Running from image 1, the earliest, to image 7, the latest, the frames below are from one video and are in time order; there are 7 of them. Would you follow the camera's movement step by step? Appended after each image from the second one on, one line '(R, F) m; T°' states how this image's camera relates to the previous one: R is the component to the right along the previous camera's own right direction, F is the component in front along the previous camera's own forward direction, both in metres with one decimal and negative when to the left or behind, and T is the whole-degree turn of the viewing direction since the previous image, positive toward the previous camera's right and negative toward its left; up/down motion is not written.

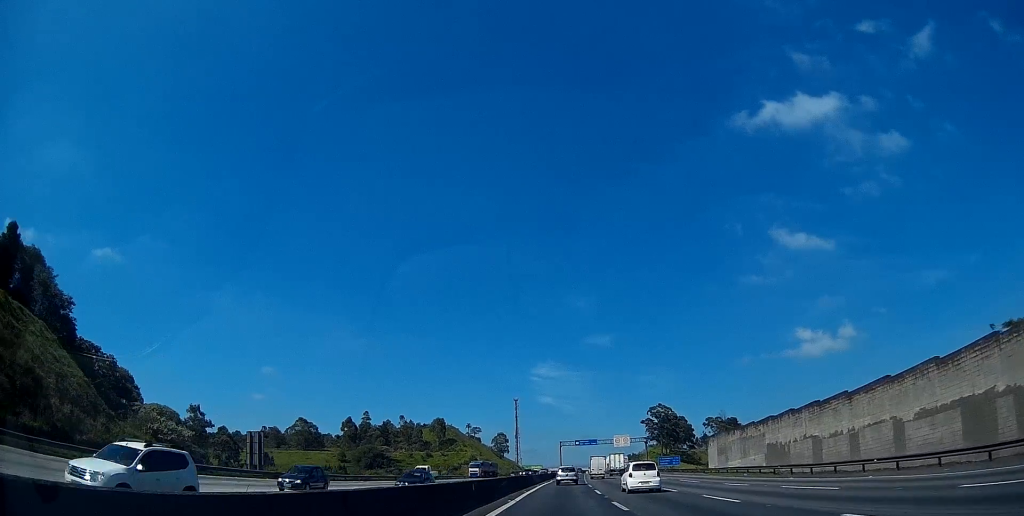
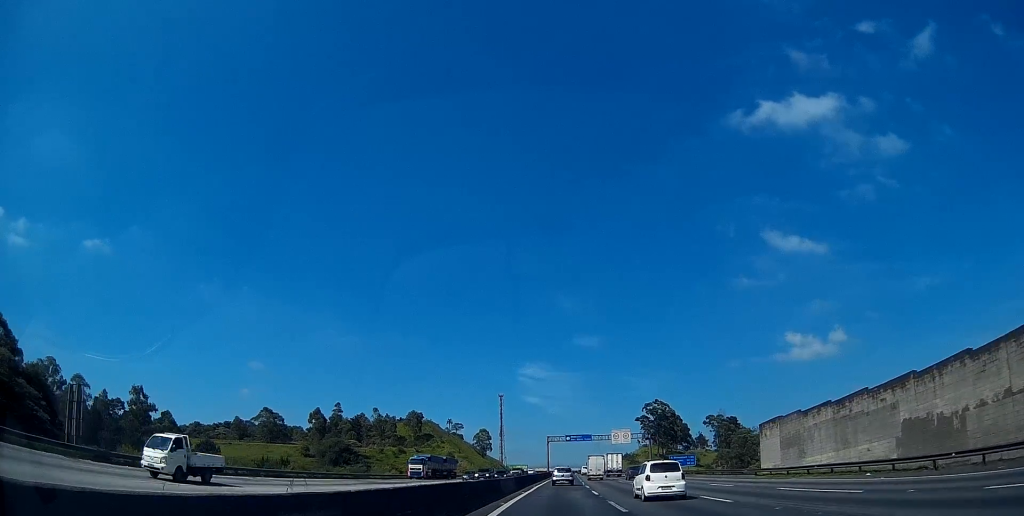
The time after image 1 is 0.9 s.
(+0.3, +23.6) m; +2°
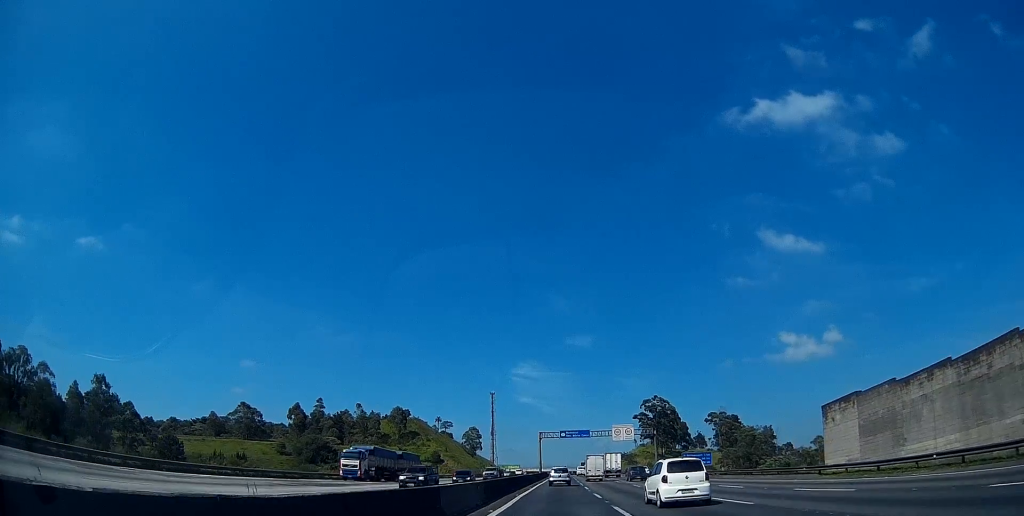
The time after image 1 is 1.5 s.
(+0.1, +14.7) m; +1°
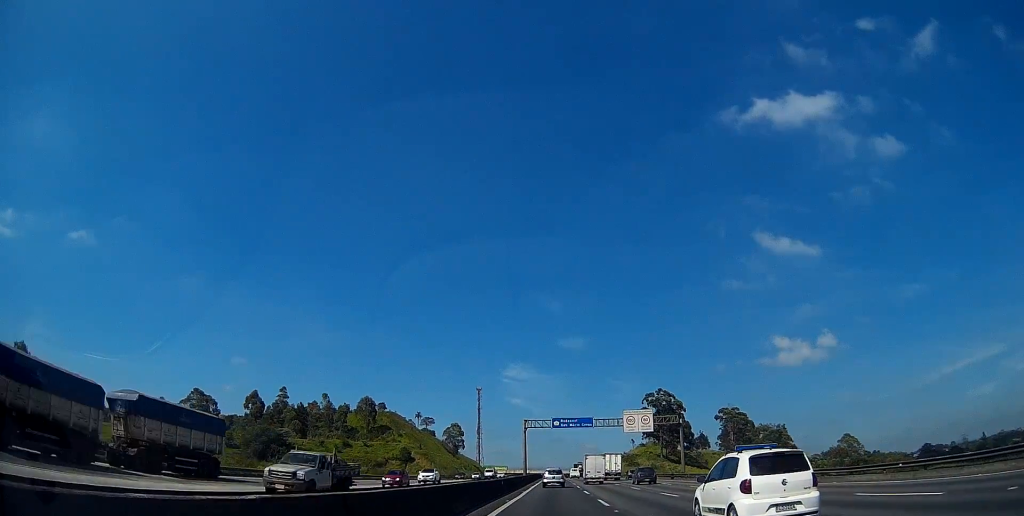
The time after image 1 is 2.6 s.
(+0.4, +28.9) m; +1°
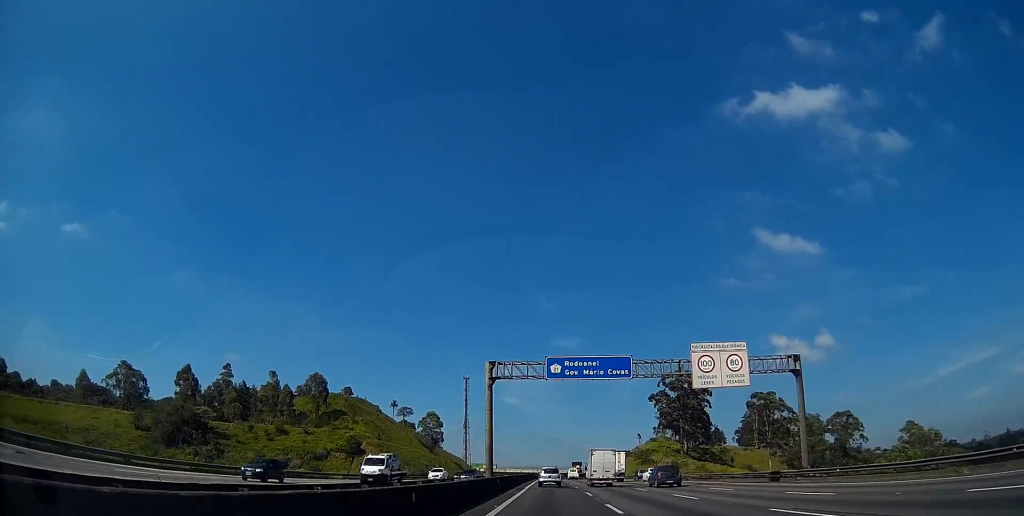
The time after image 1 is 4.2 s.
(+0.3, +39.0) m; +1°
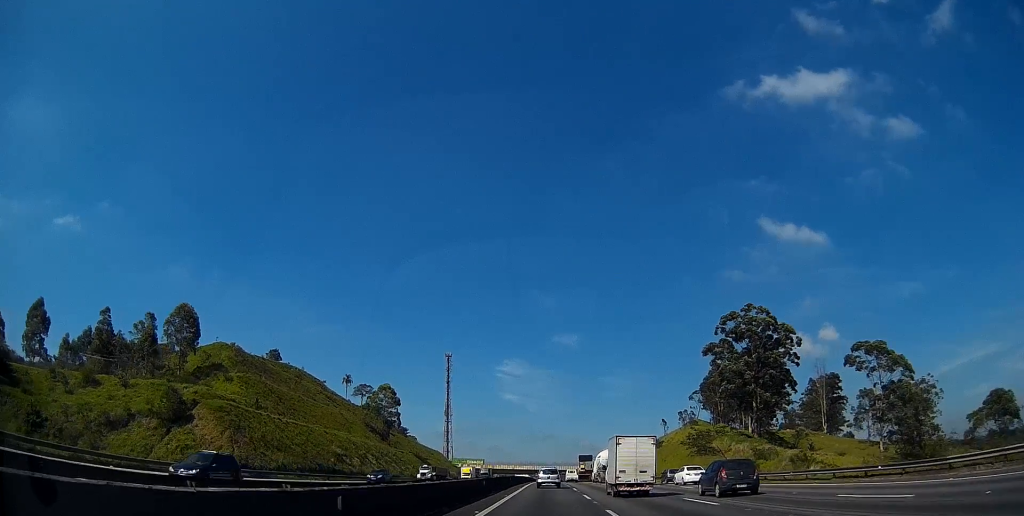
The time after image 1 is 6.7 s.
(+0.6, +59.0) m; +1°
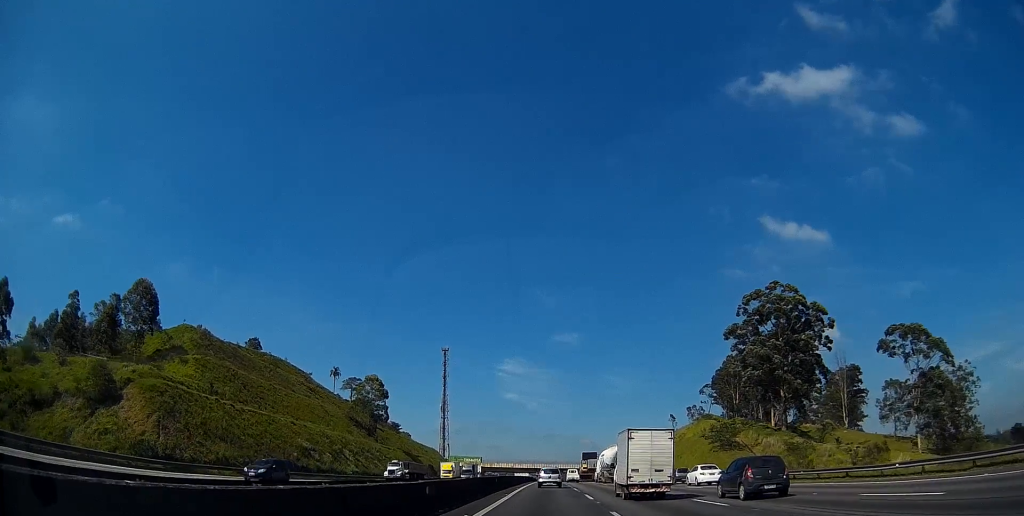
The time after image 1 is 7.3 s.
(+0.1, +13.9) m; 0°
